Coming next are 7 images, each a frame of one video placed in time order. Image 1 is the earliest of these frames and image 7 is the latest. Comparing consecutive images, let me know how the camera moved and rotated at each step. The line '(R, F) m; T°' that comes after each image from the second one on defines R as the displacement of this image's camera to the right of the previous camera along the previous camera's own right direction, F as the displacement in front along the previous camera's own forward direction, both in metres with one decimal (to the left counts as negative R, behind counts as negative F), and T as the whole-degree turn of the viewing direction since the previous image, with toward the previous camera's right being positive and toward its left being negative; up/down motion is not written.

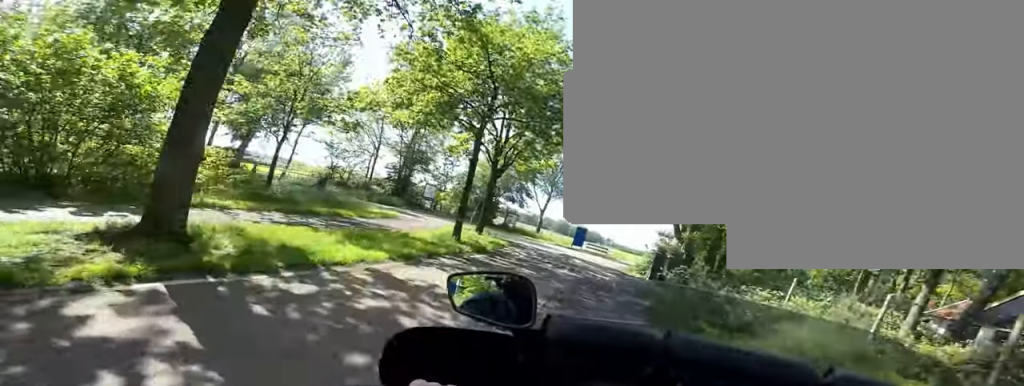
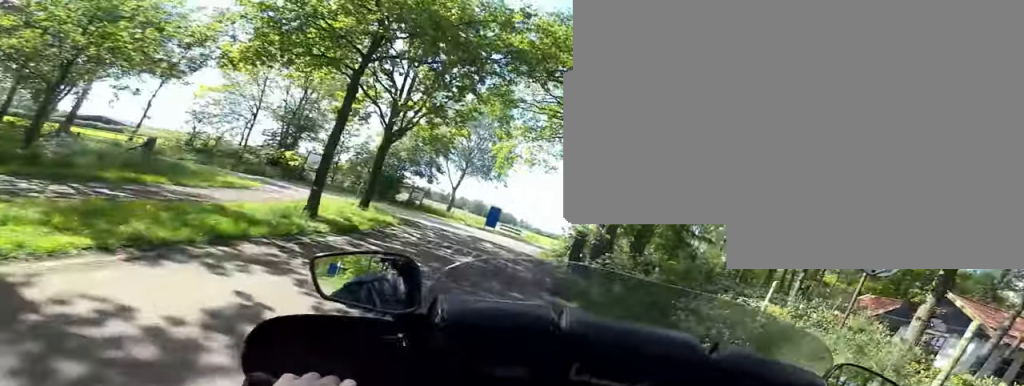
(0.0, +3.0) m; -2°
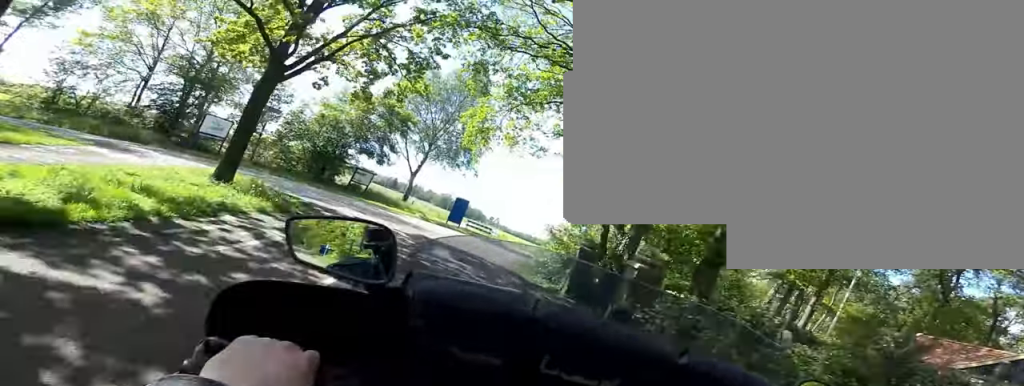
(-0.3, +5.8) m; -8°
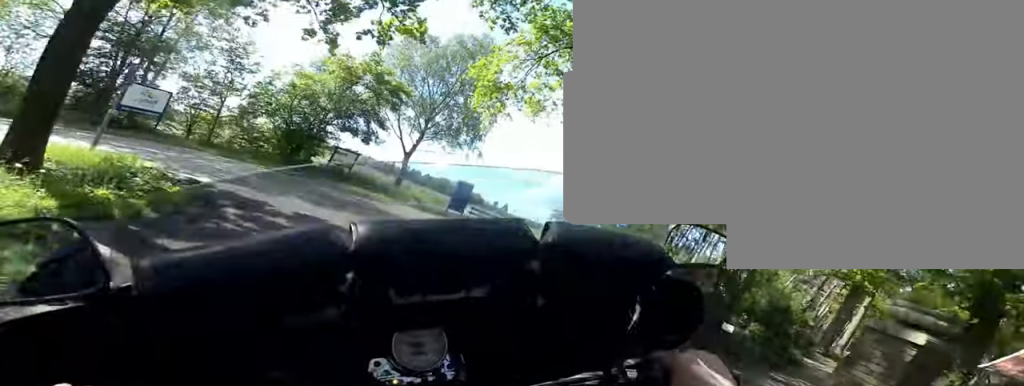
(-0.1, +3.9) m; -16°
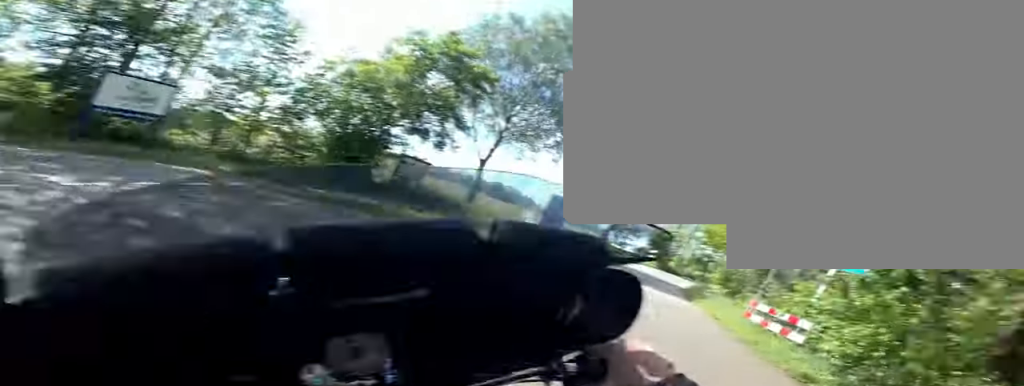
(-1.5, +4.6) m; -25°
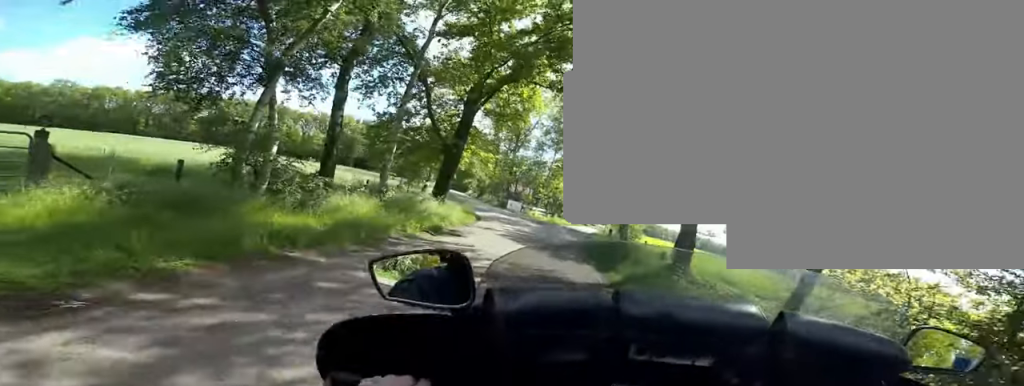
(-7.9, +10.0) m; -53°
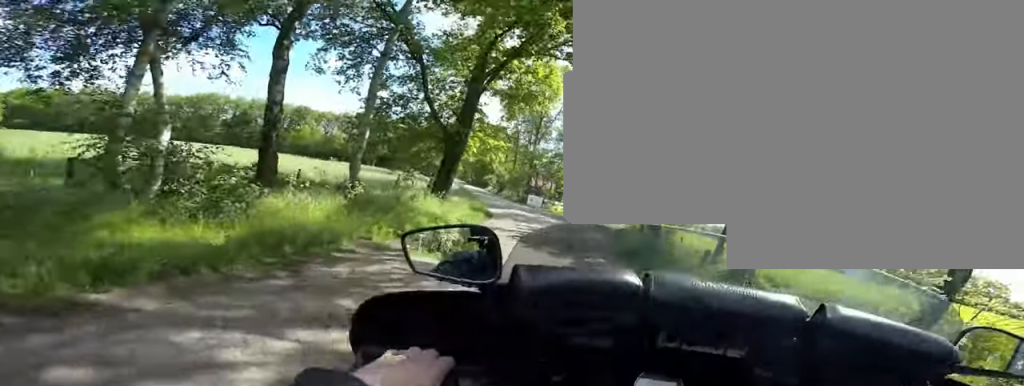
(-0.1, +2.3) m; -4°
